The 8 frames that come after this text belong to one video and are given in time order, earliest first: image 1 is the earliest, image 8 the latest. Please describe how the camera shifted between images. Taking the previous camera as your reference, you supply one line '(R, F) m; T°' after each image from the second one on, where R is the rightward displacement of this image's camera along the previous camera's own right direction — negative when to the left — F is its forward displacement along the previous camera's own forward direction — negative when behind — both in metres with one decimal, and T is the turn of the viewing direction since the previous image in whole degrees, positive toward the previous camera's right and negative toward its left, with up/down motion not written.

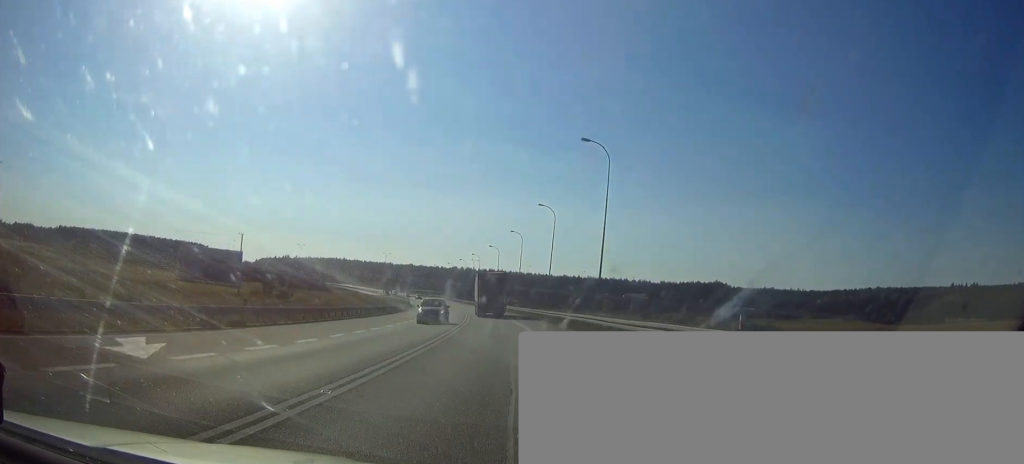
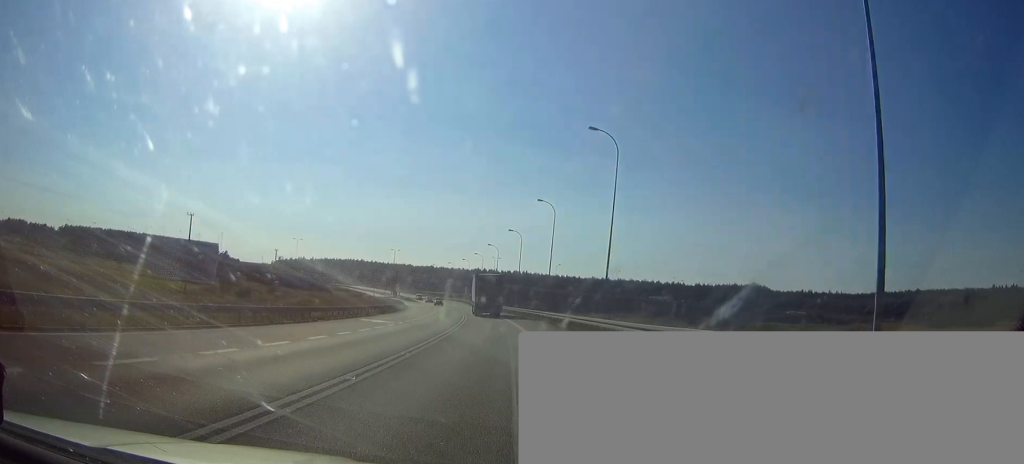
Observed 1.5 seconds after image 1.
(-0.6, +34.4) m; -2°
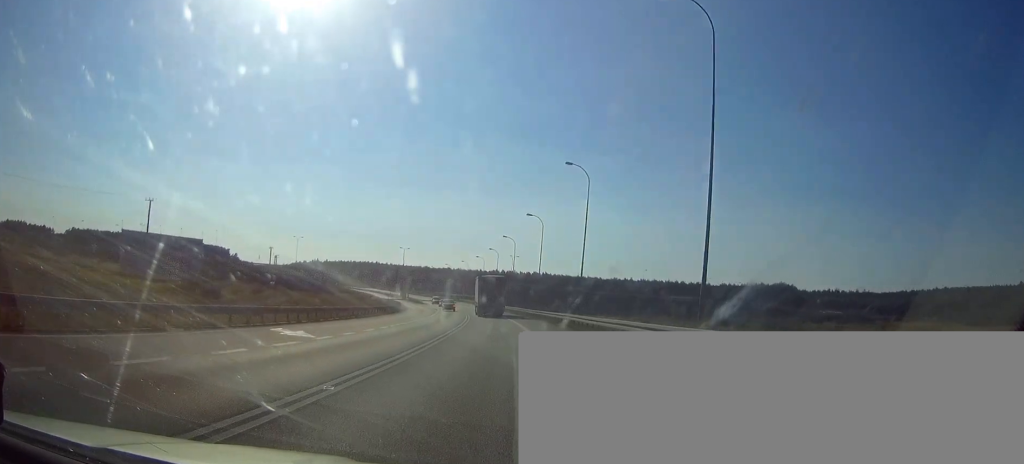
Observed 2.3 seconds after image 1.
(-0.2, +19.6) m; -2°
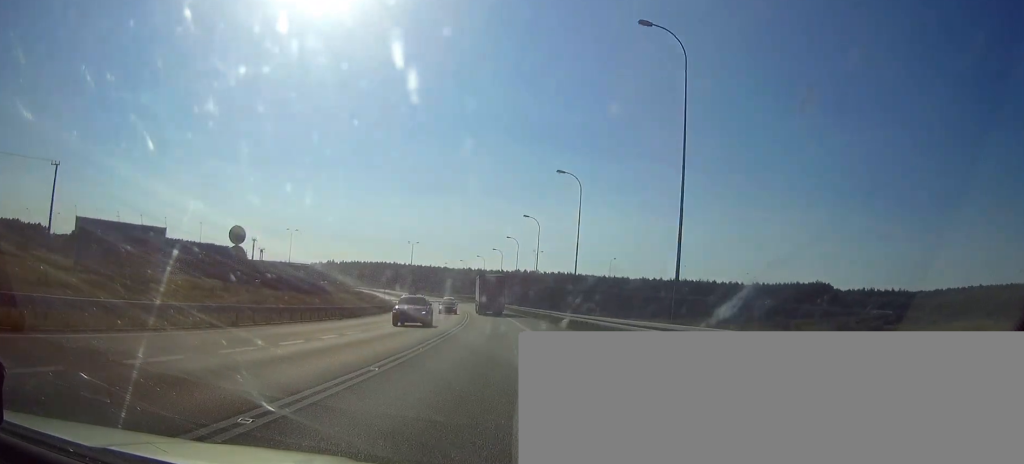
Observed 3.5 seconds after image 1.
(-0.5, +27.7) m; -2°
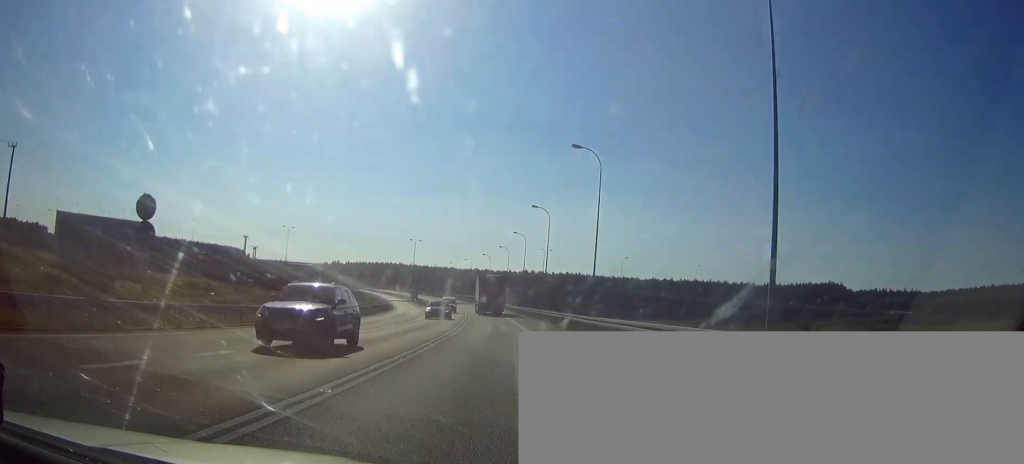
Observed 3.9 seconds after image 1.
(-0.1, +9.5) m; -1°
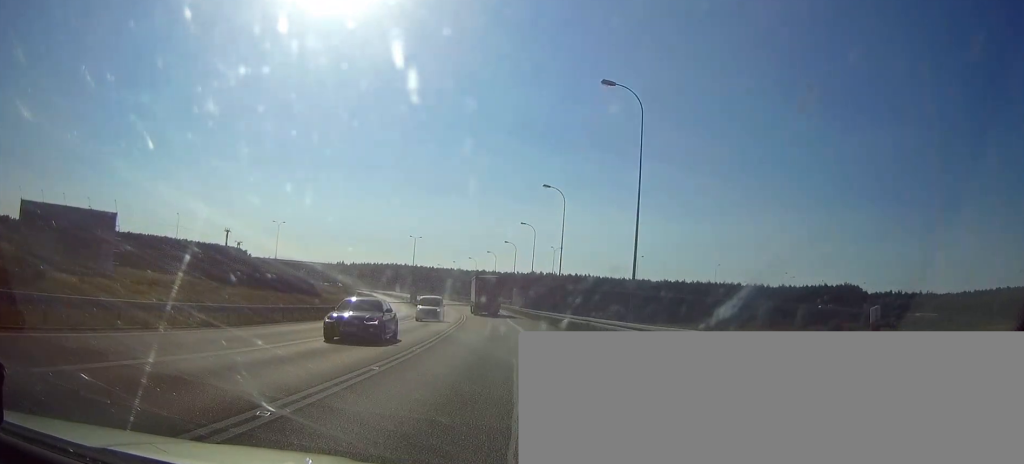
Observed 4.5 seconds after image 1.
(-0.1, +14.3) m; -1°
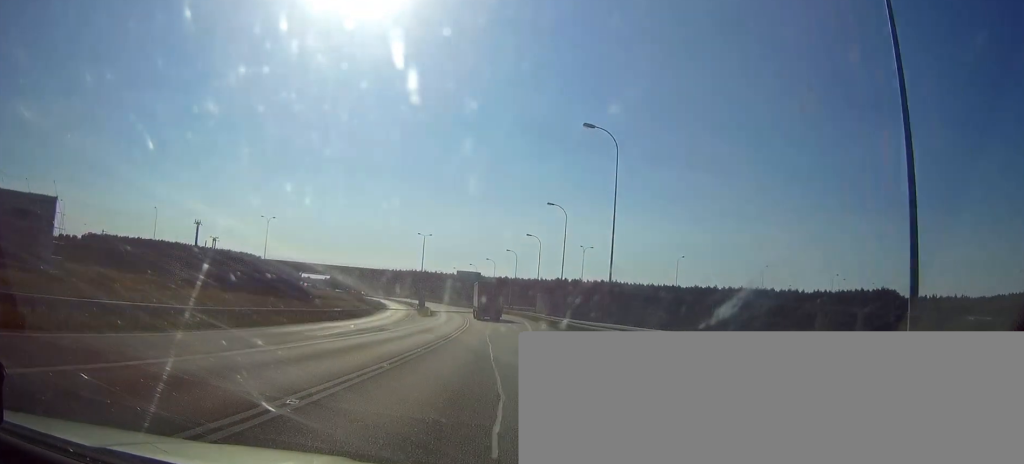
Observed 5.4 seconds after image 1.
(-0.3, +23.2) m; -2°
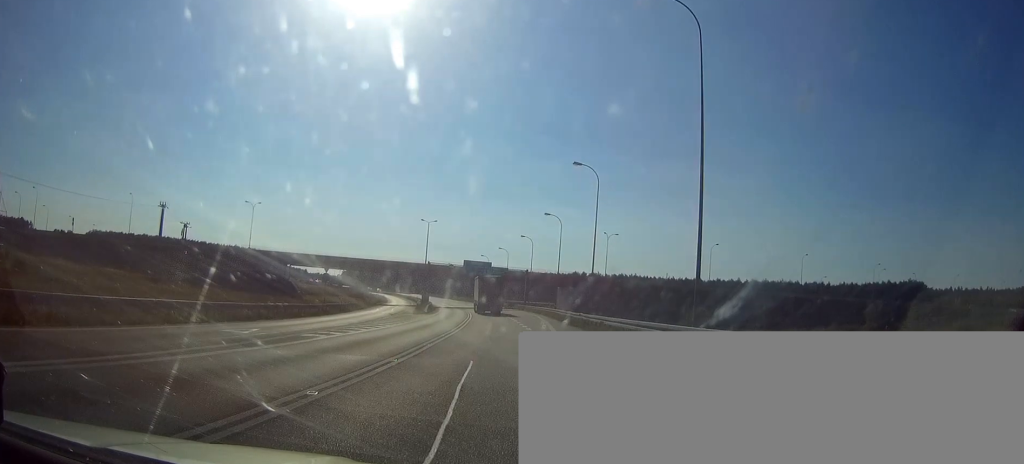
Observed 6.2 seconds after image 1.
(-0.2, +17.6) m; -1°
